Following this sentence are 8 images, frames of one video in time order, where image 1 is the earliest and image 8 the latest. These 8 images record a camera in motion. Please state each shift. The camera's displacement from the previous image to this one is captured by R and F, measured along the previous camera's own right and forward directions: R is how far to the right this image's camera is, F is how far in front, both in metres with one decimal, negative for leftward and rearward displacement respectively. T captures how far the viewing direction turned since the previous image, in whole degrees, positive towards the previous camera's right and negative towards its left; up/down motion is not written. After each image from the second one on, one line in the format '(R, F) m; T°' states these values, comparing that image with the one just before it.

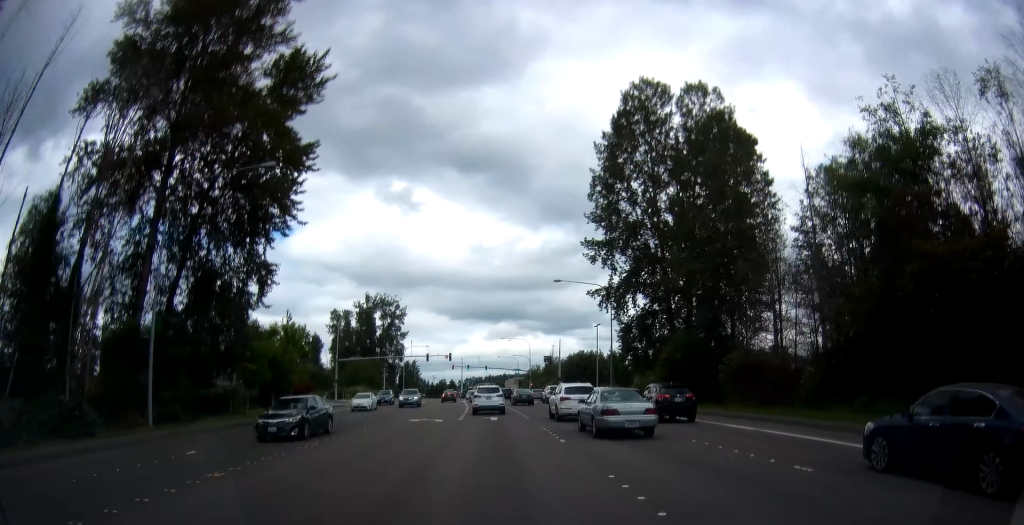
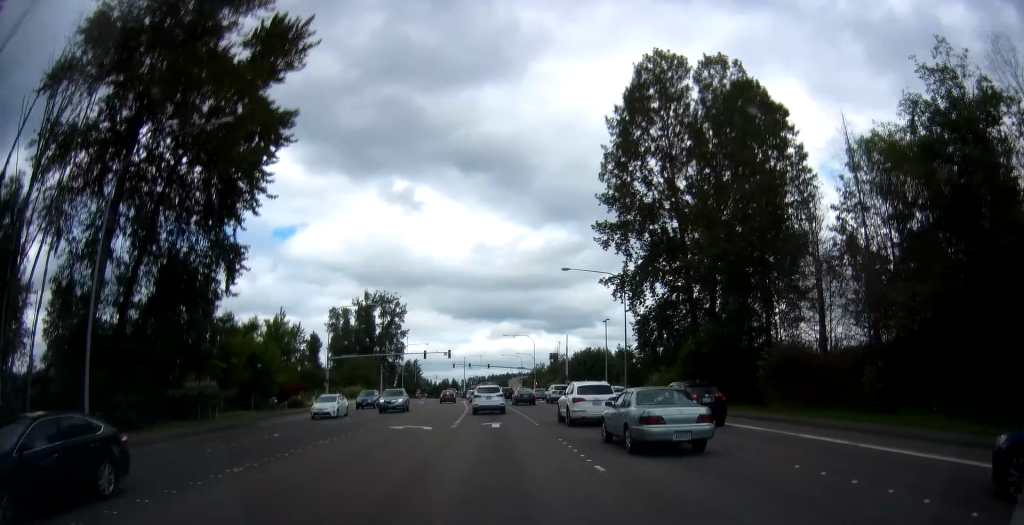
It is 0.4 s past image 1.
(+0.1, +5.5) m; -1°
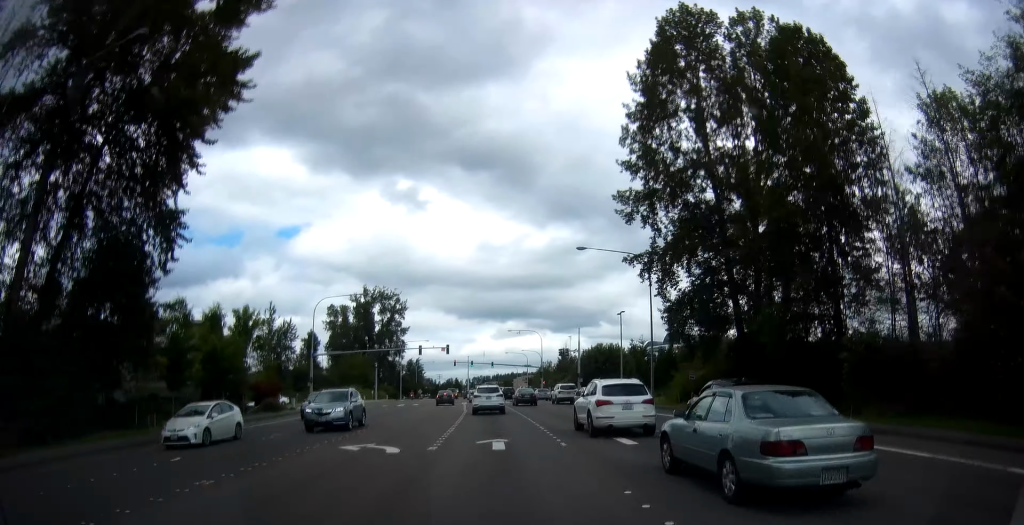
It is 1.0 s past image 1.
(-0.3, +8.1) m; -3°
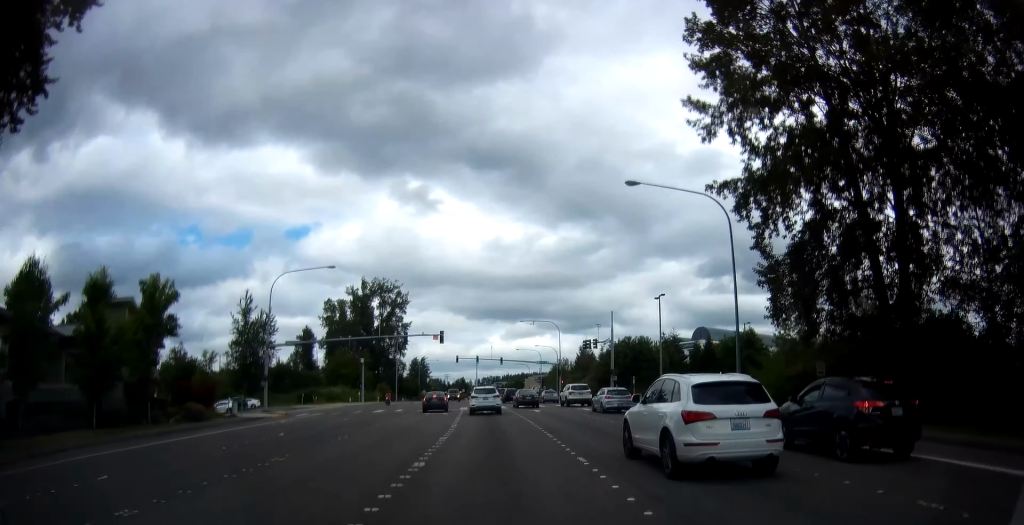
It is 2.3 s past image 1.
(-0.5, +16.0) m; 0°
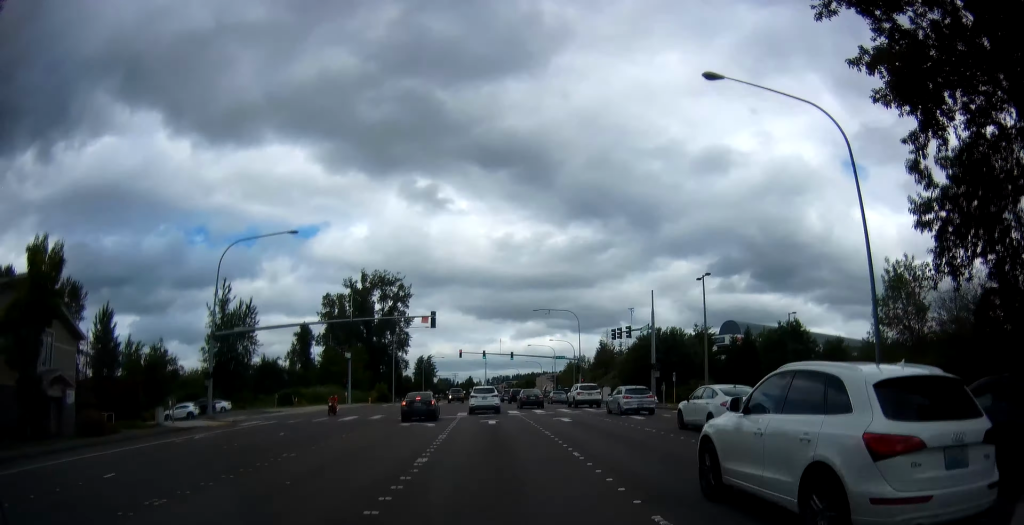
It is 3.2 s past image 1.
(+0.5, +12.3) m; 0°
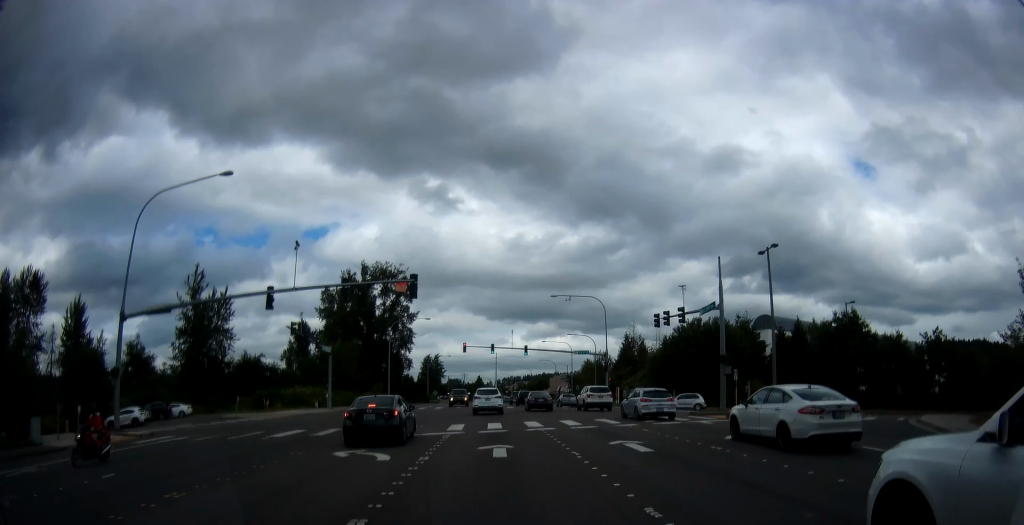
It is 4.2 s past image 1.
(-0.5, +12.5) m; -1°
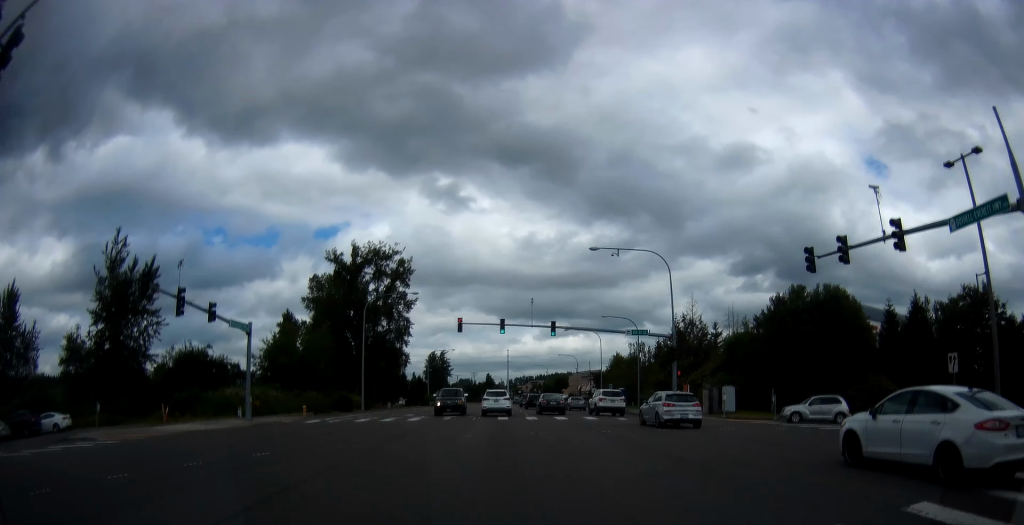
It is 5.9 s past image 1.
(-0.5, +22.3) m; -4°
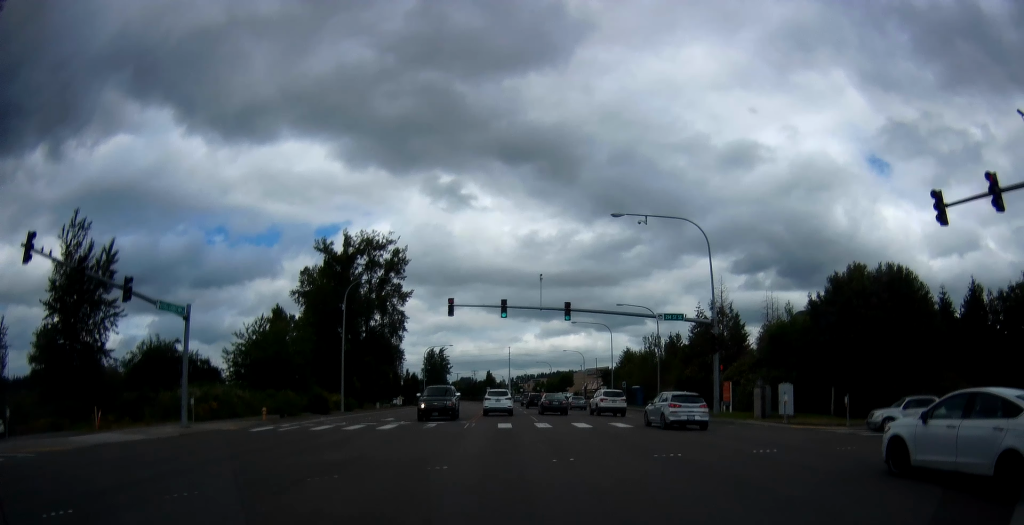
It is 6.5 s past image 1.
(-0.2, +8.5) m; 0°
